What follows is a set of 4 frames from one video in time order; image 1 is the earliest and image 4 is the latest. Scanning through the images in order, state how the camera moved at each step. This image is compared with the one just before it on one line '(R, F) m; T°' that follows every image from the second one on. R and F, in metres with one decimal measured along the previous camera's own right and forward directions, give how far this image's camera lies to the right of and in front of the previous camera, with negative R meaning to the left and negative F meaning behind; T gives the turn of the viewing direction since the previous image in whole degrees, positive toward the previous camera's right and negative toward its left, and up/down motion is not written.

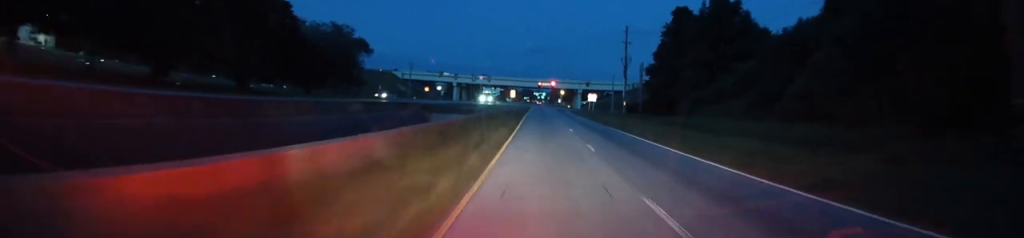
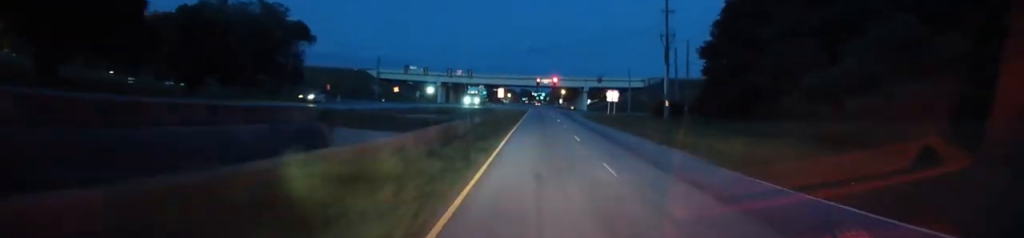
(+0.2, +29.8) m; +2°
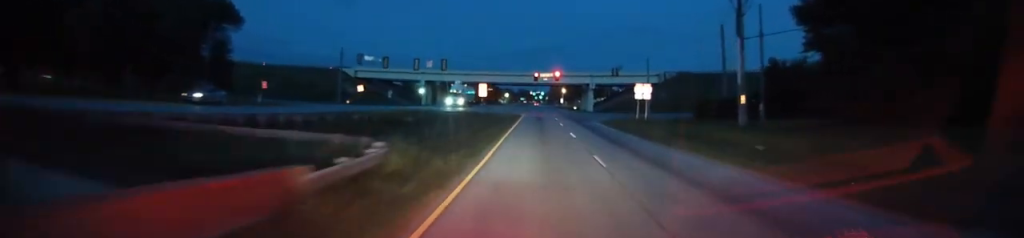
(+0.5, +22.3) m; +2°
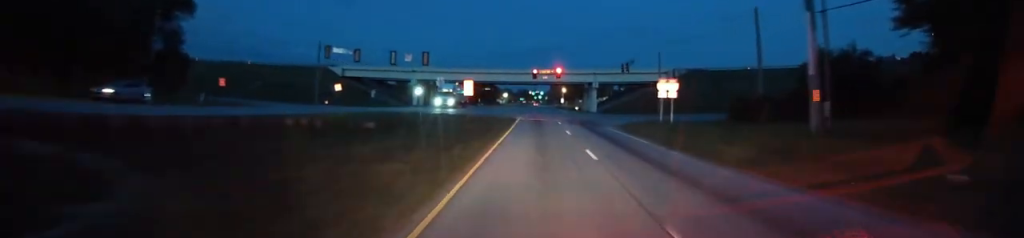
(0.0, +9.8) m; +1°
